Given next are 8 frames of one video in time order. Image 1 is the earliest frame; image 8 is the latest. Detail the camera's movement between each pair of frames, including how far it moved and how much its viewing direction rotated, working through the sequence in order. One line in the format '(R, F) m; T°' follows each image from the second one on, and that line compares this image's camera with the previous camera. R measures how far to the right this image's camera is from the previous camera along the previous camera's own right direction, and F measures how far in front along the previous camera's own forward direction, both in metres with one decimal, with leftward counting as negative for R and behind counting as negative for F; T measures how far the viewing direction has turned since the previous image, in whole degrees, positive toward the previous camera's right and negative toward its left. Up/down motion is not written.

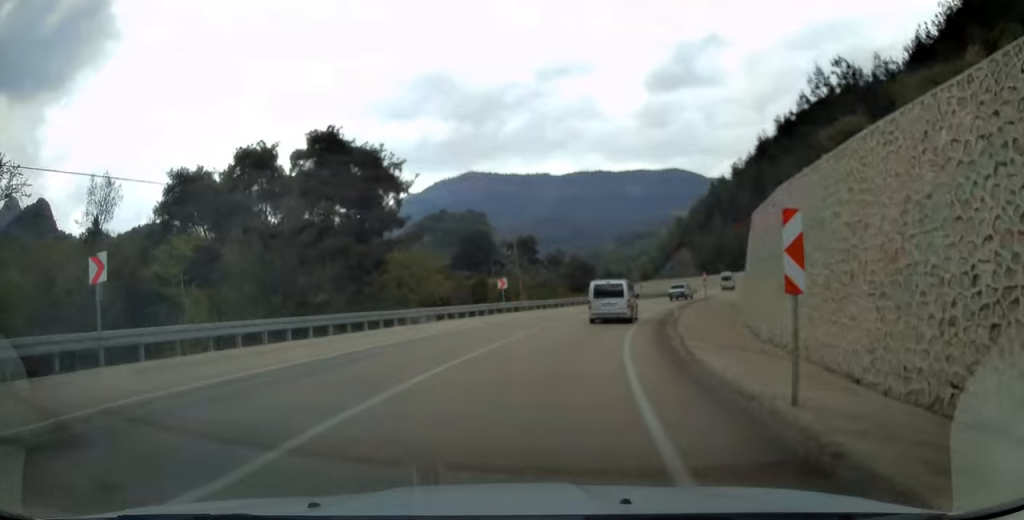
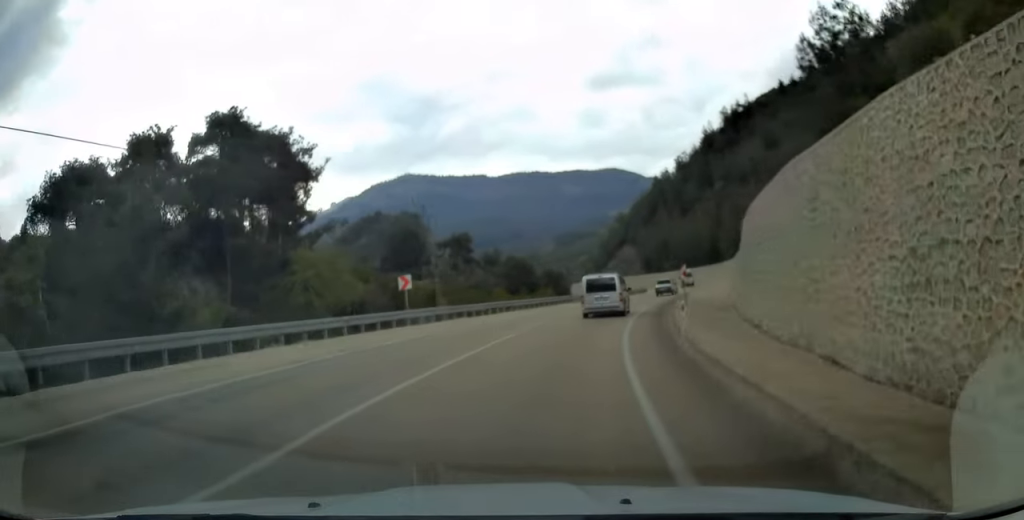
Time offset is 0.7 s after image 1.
(+0.3, +11.8) m; +6°
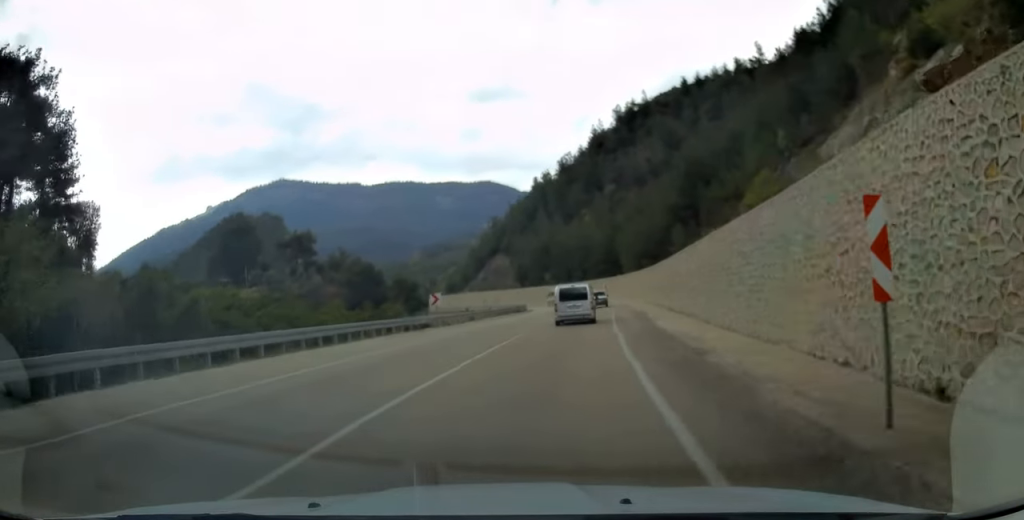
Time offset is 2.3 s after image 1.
(+3.5, +28.8) m; +11°
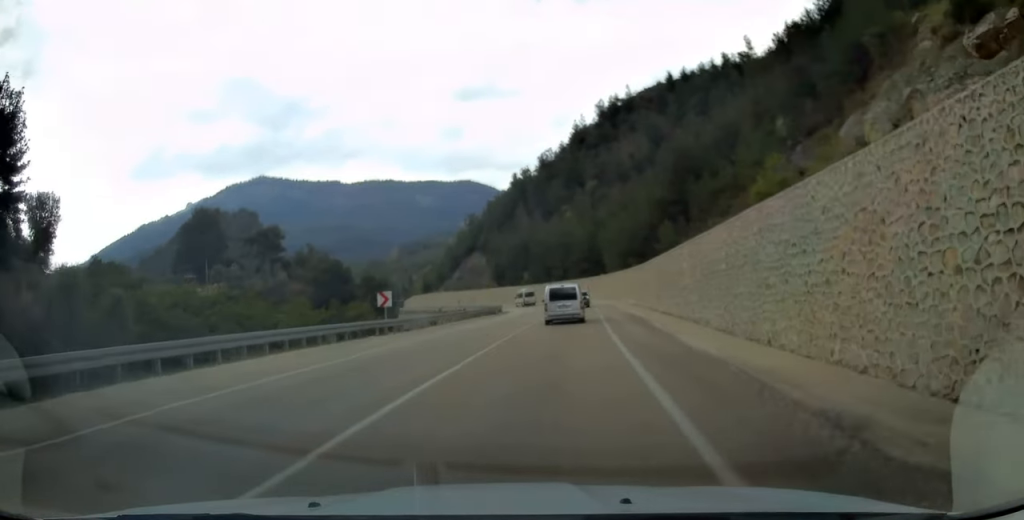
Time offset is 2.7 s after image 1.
(0.0, +7.0) m; +2°
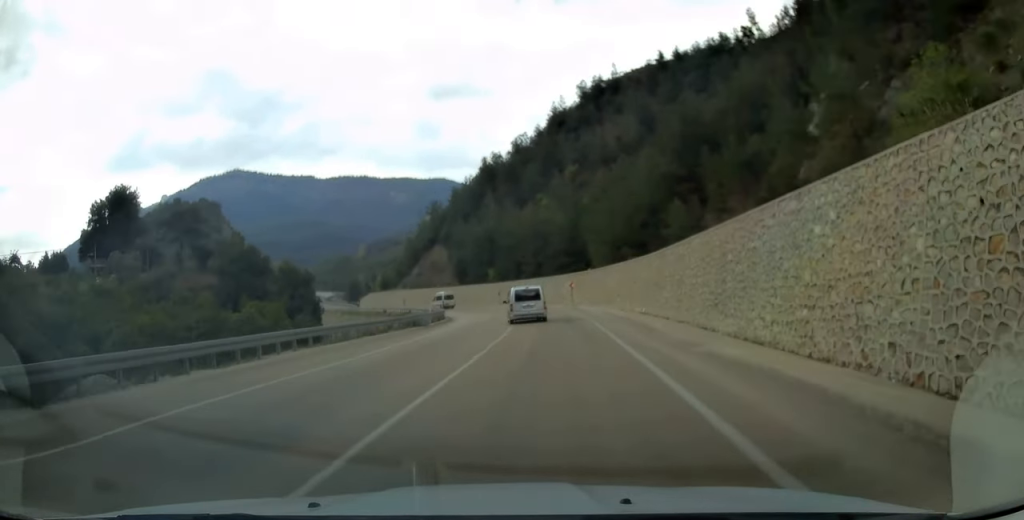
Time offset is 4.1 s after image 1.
(+0.8, +23.4) m; +3°
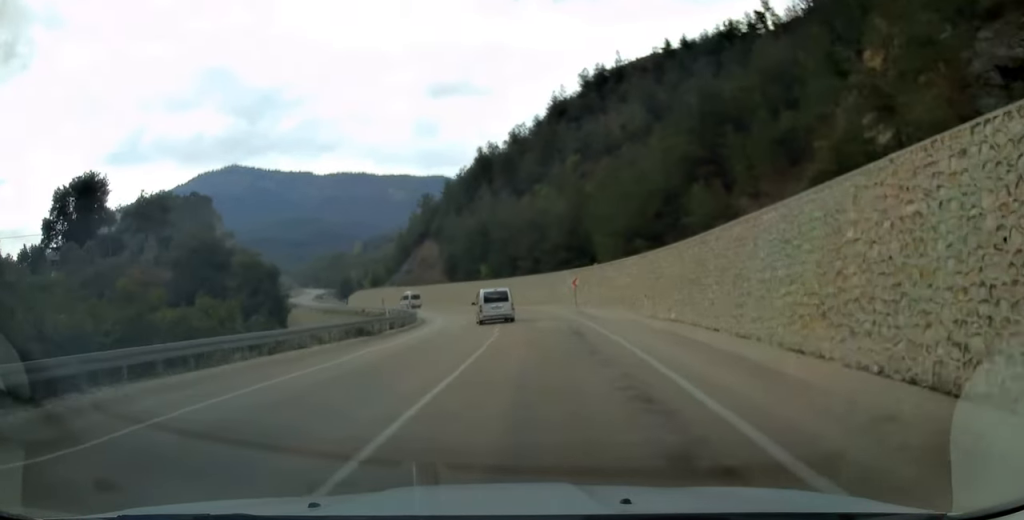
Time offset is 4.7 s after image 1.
(+0.1, +10.6) m; 0°
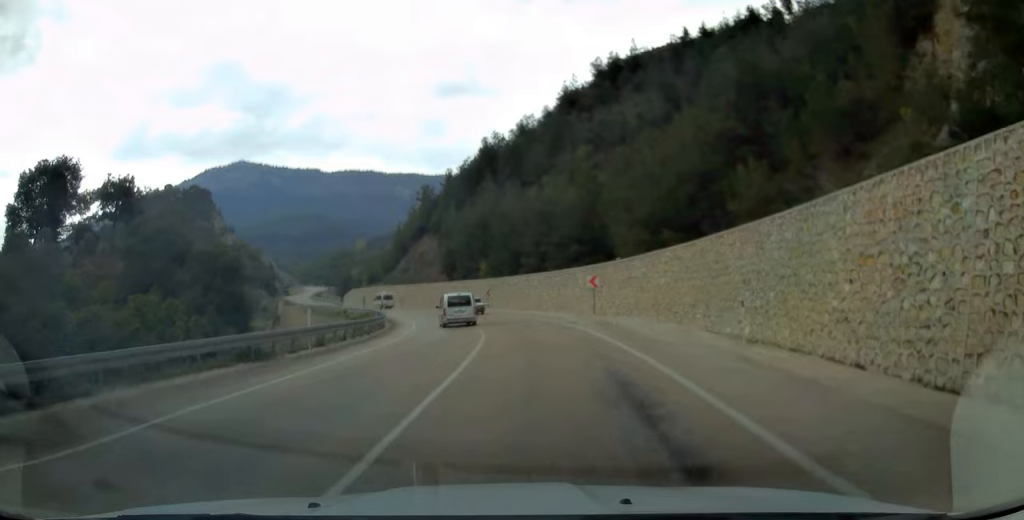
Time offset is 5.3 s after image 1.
(0.0, +11.3) m; -2°
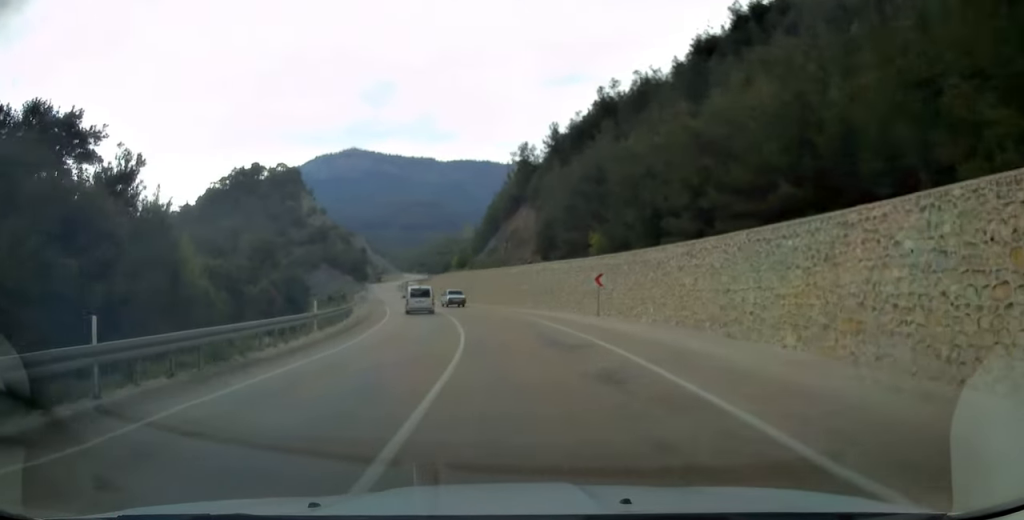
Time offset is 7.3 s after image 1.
(-2.5, +35.1) m; -10°
